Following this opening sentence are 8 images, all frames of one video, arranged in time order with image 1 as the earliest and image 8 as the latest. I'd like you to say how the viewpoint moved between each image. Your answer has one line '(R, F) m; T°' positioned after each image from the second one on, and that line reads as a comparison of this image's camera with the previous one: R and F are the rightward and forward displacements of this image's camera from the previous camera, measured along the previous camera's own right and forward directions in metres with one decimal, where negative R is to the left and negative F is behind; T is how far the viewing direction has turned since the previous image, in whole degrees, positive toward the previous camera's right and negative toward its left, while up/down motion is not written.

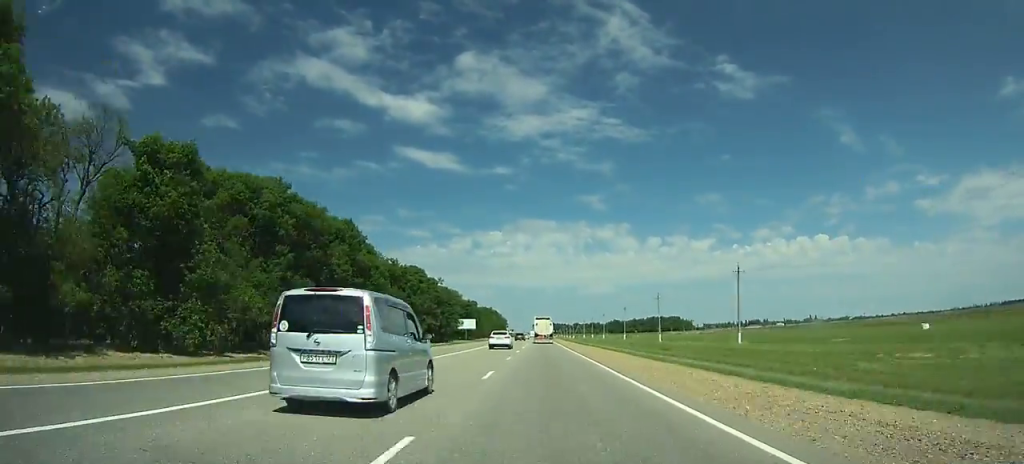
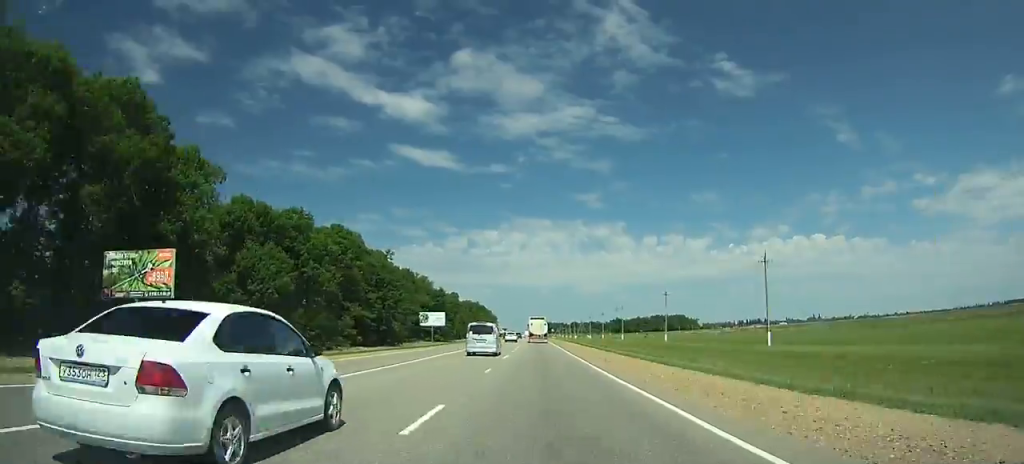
(+0.2, +54.3) m; 0°
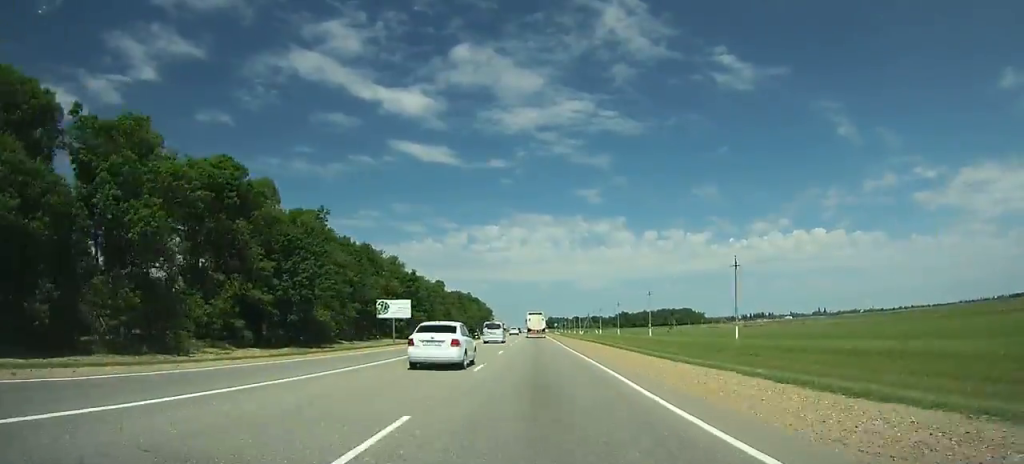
(+0.1, +37.7) m; 0°
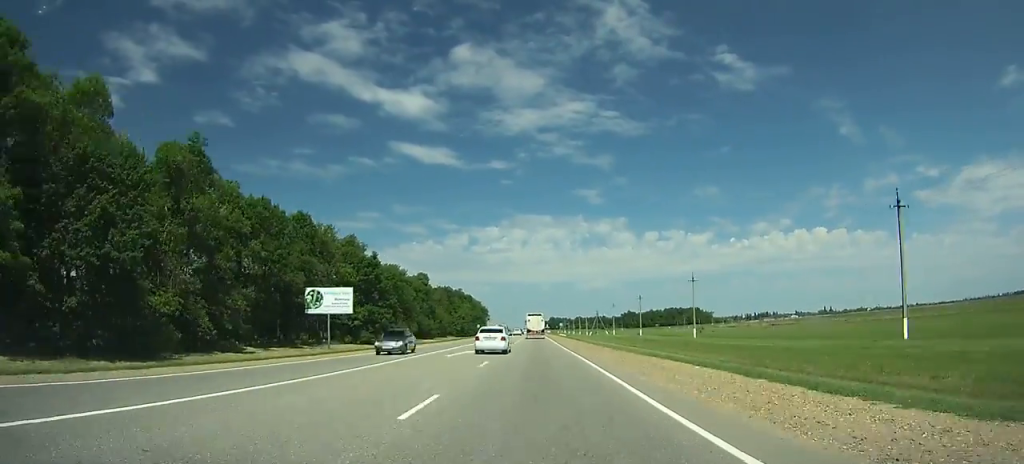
(0.0, +32.7) m; 0°
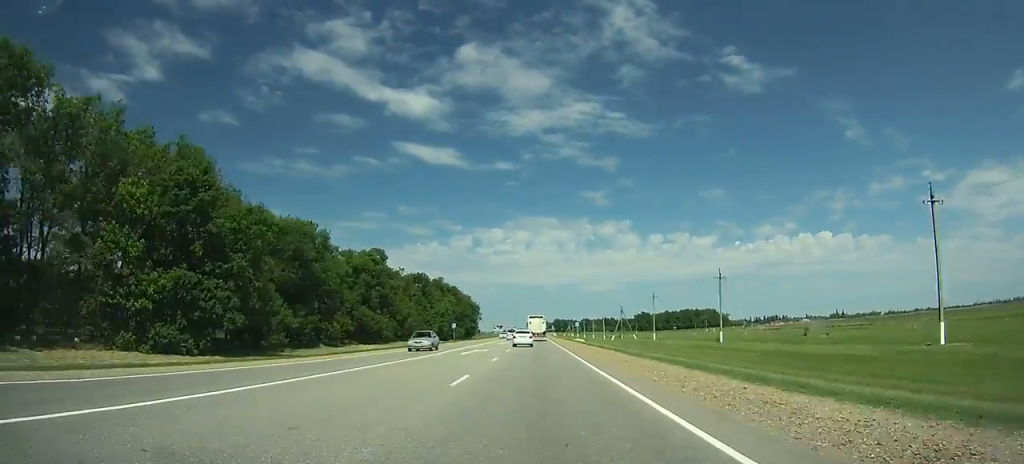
(-0.1, +54.1) m; 0°
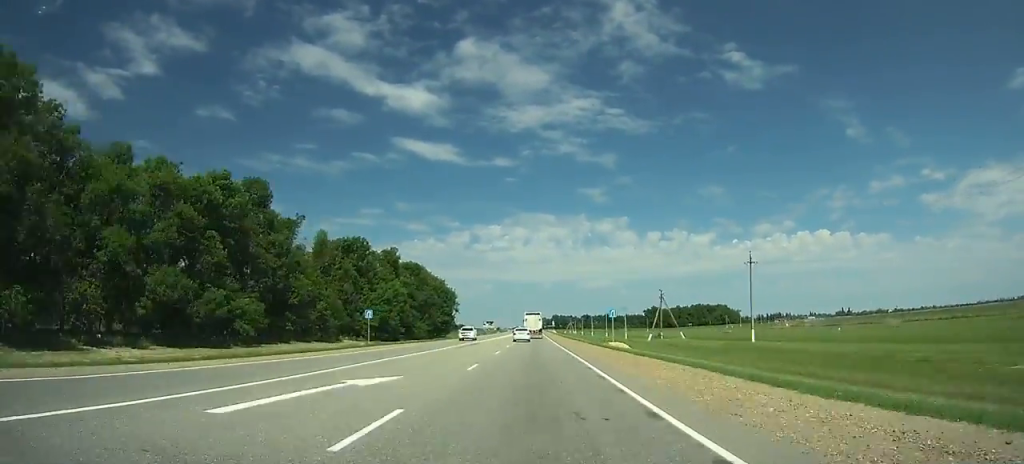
(0.0, +59.5) m; 0°
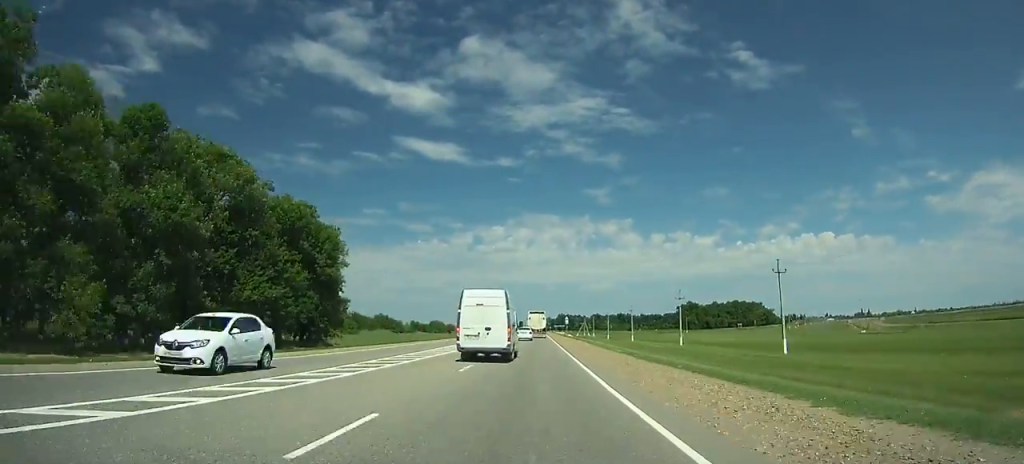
(+0.2, +101.3) m; 0°
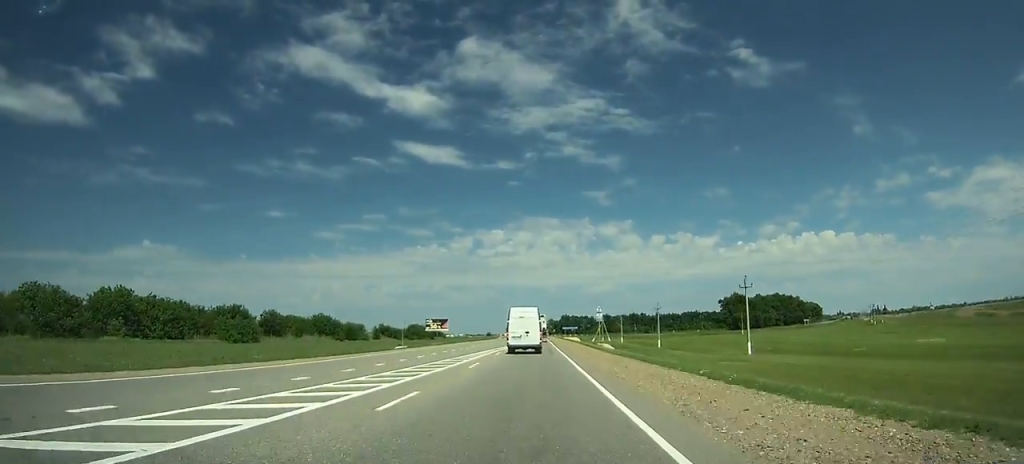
(-0.1, +76.8) m; 0°
